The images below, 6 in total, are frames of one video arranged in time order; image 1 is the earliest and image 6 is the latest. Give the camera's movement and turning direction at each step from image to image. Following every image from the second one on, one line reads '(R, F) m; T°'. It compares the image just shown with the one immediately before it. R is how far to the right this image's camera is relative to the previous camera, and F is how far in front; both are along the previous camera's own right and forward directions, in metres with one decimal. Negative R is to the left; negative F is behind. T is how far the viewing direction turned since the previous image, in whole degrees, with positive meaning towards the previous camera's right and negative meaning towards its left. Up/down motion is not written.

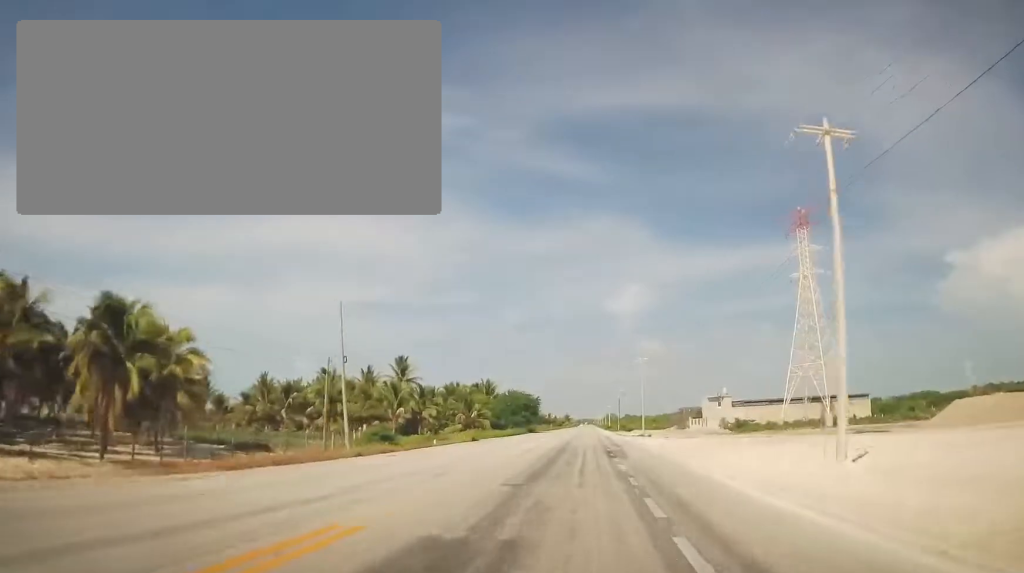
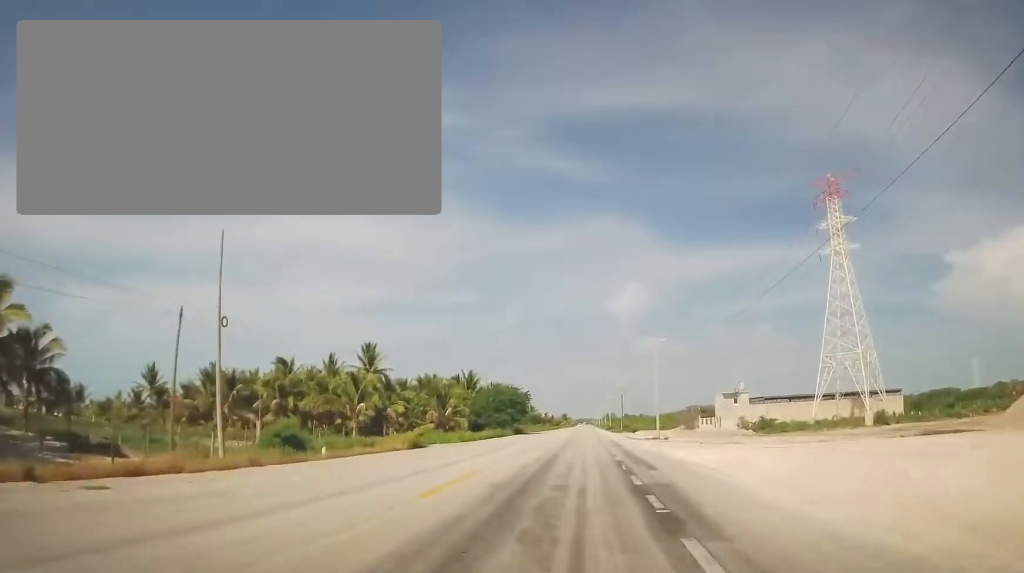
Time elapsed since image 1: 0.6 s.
(0.0, +16.0) m; 0°
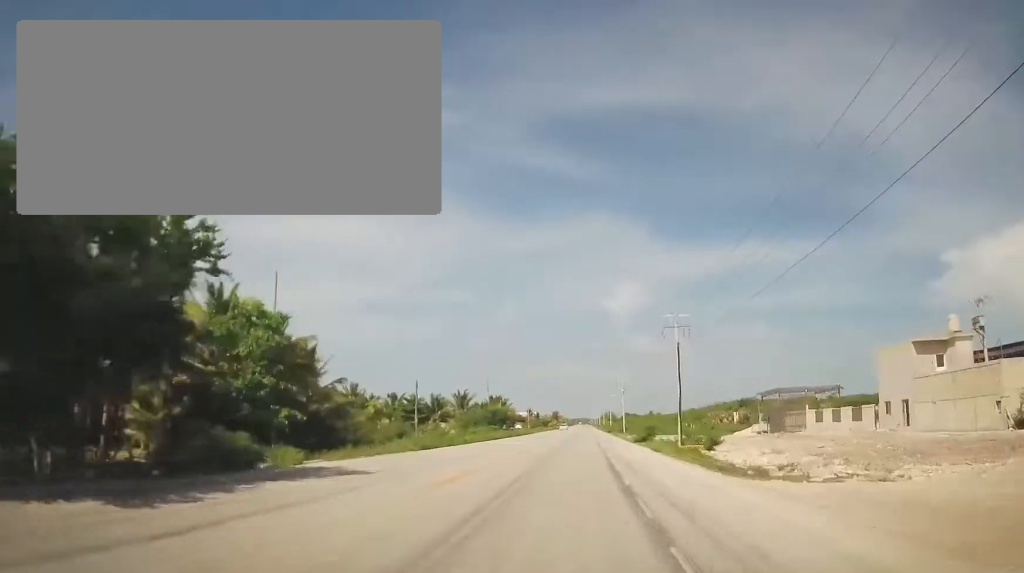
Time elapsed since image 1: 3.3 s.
(-0.4, +73.3) m; -1°
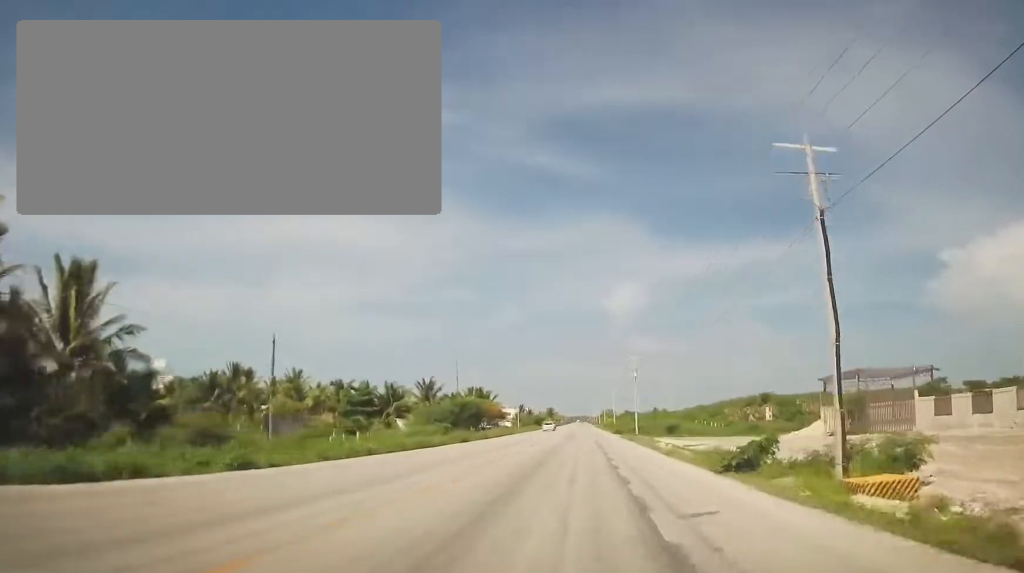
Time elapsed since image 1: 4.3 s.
(-0.4, +25.9) m; 0°
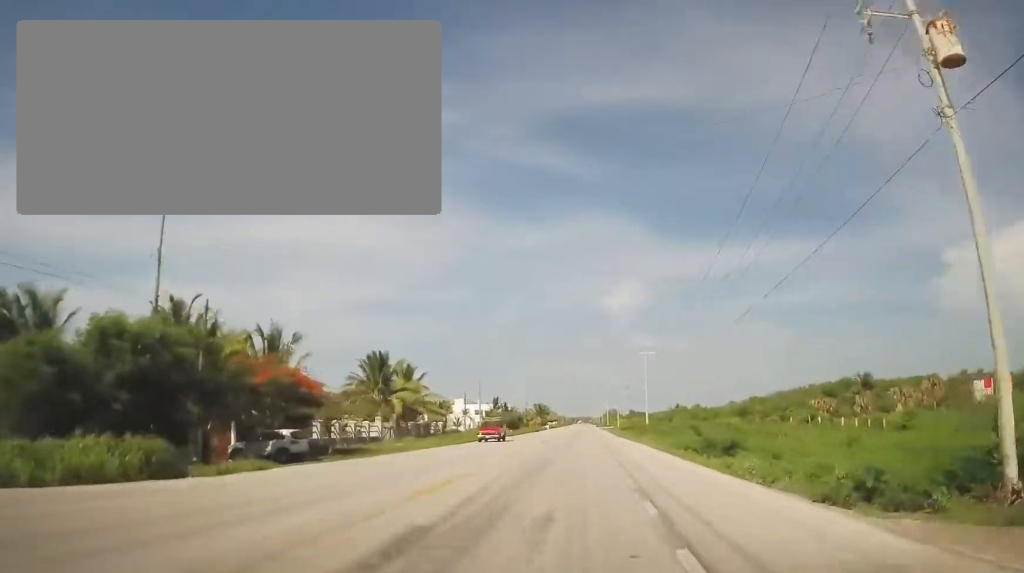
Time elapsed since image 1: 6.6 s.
(+1.2, +63.8) m; +1°
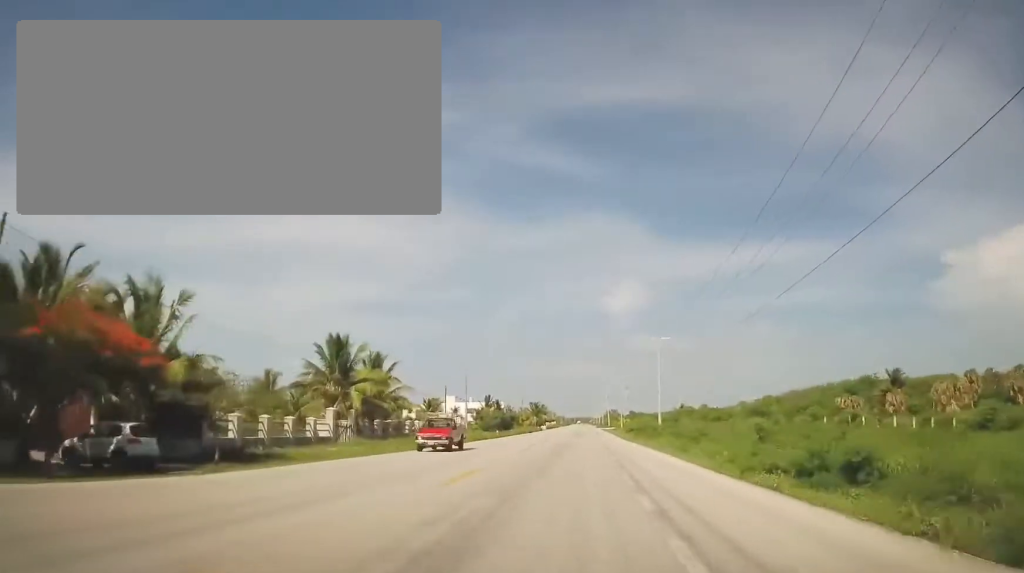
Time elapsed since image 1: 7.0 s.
(+0.1, +11.3) m; 0°
